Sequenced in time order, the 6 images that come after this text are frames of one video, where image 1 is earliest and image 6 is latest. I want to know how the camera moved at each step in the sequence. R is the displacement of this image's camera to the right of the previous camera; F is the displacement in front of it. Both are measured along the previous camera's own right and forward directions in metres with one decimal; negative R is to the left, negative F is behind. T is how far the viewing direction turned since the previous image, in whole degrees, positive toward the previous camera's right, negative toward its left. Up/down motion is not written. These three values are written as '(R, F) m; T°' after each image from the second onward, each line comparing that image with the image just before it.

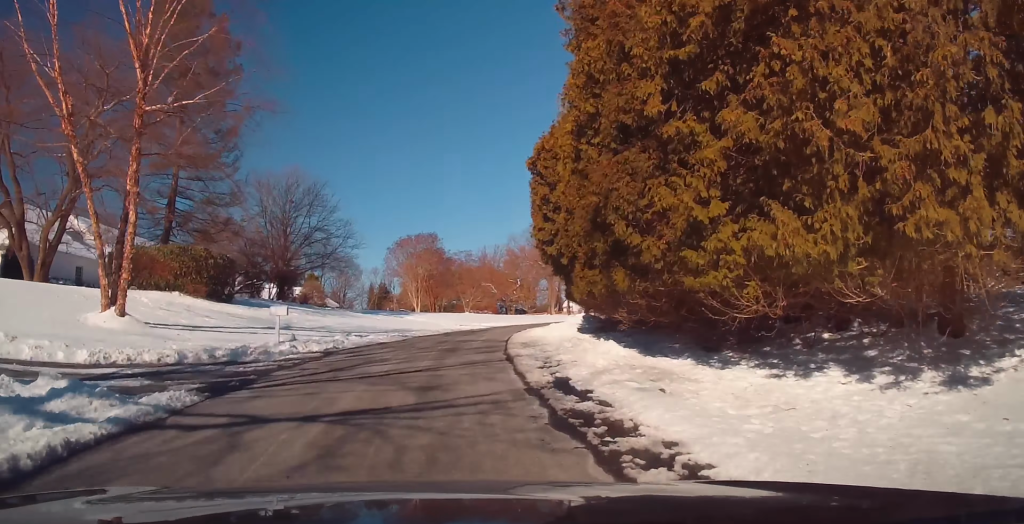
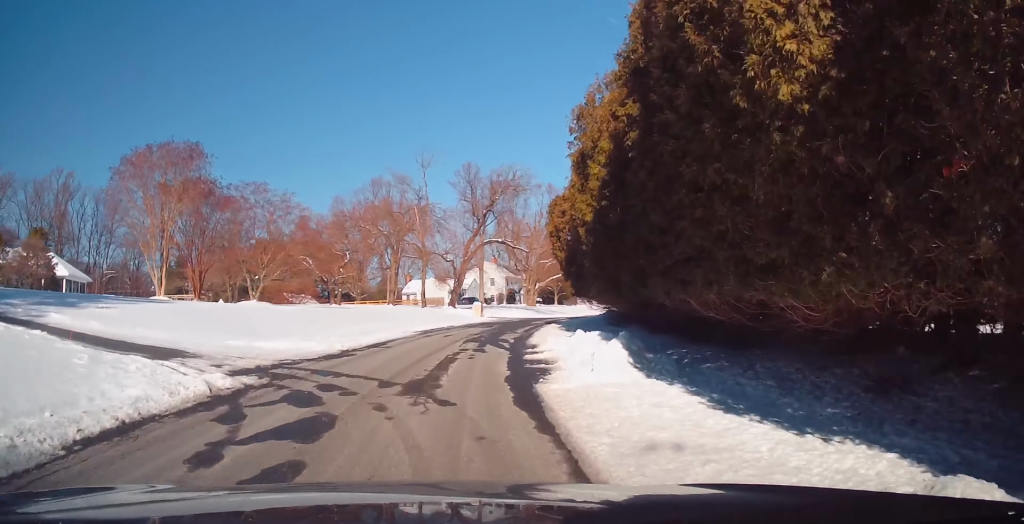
(+3.5, +33.4) m; +14°
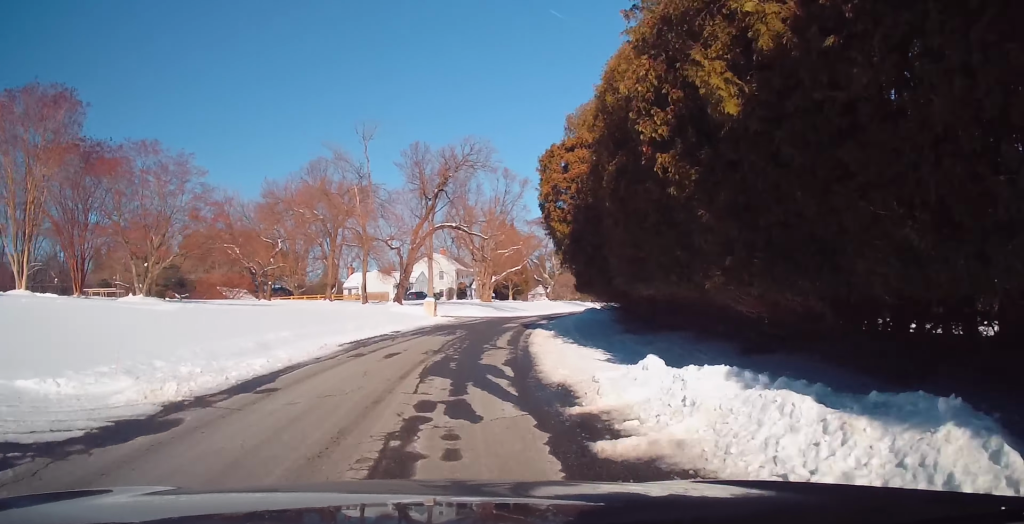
(+0.1, +9.3) m; +7°
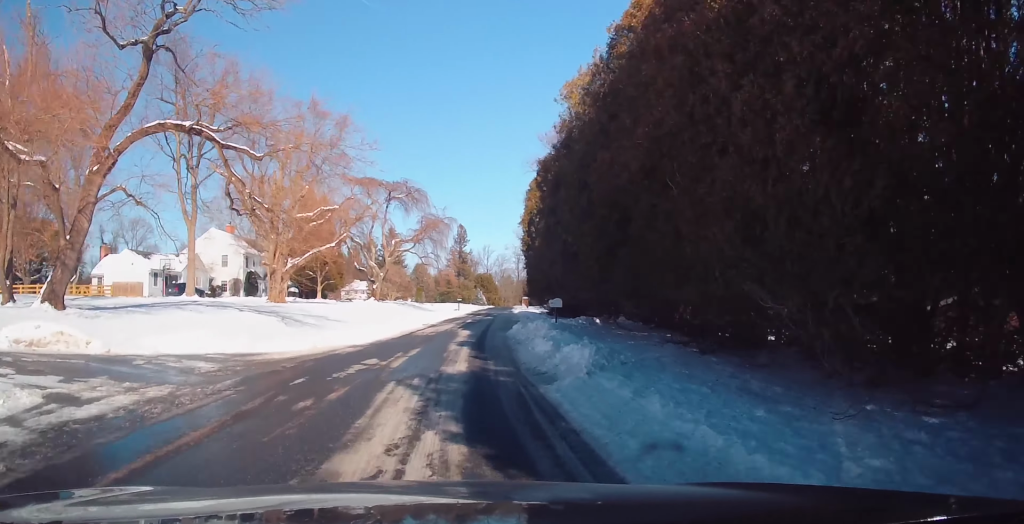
(+4.9, +29.8) m; +16°
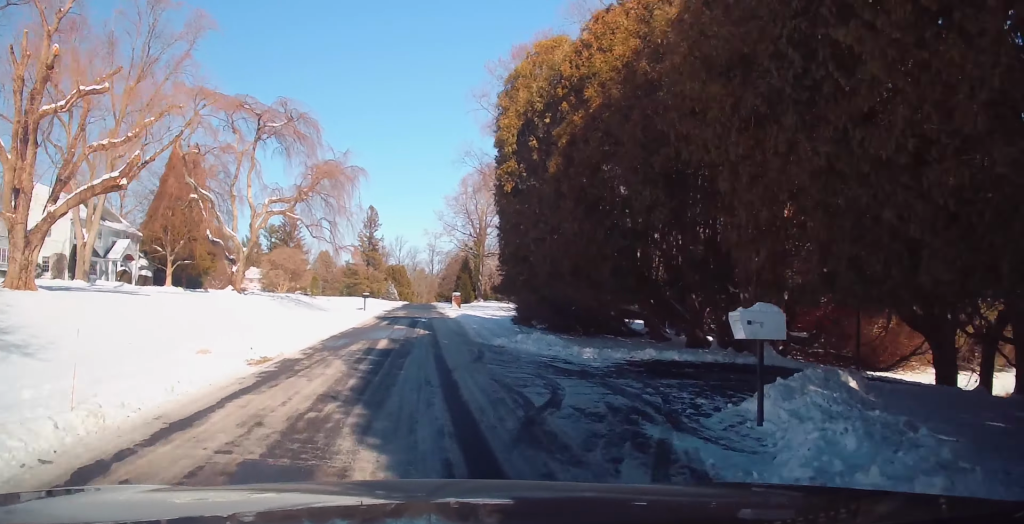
(+1.6, +22.7) m; +5°
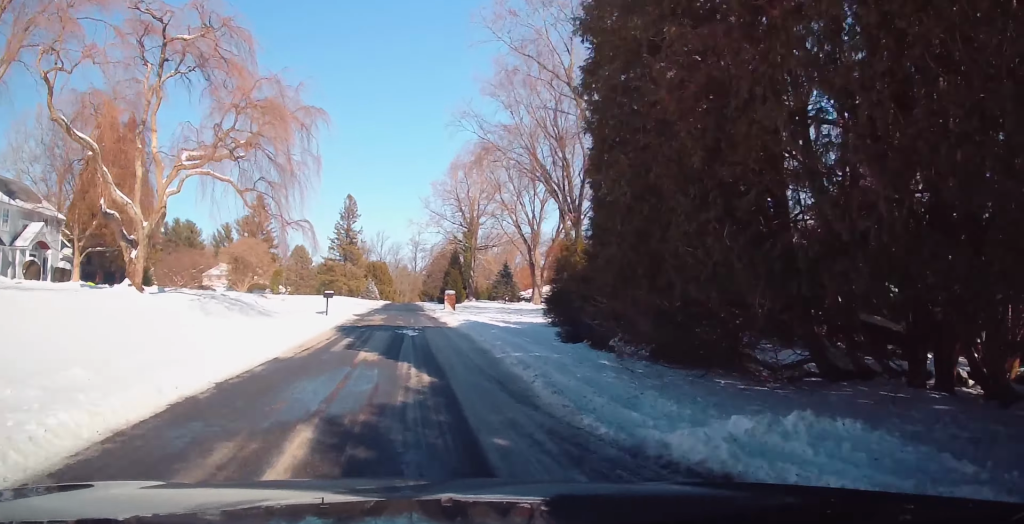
(0.0, +12.5) m; +1°
